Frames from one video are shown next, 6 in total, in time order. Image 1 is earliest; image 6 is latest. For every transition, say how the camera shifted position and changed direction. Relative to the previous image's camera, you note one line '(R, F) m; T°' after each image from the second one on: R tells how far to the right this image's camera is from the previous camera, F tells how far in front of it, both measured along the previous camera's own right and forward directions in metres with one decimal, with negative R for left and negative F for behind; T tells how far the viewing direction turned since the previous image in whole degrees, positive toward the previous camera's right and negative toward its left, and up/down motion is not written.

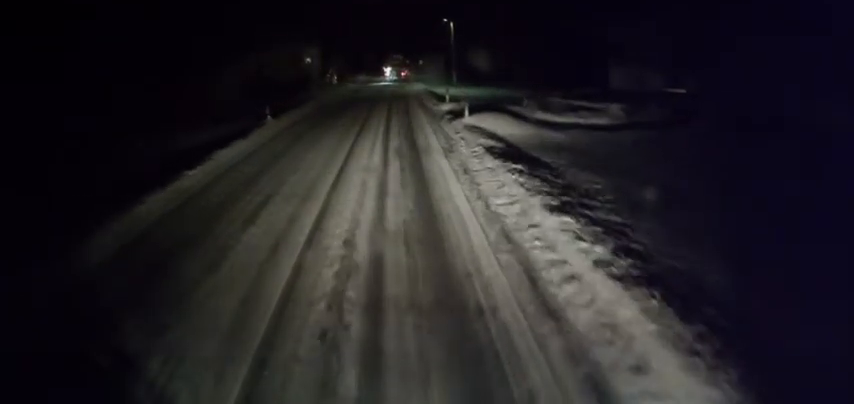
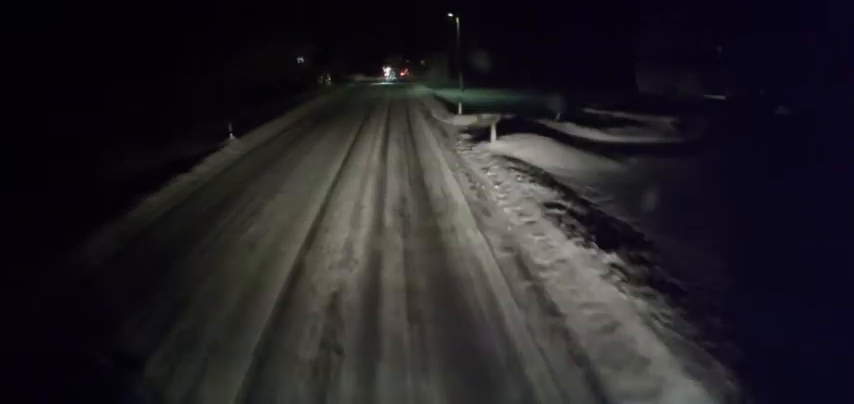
(-0.2, +5.8) m; -2°
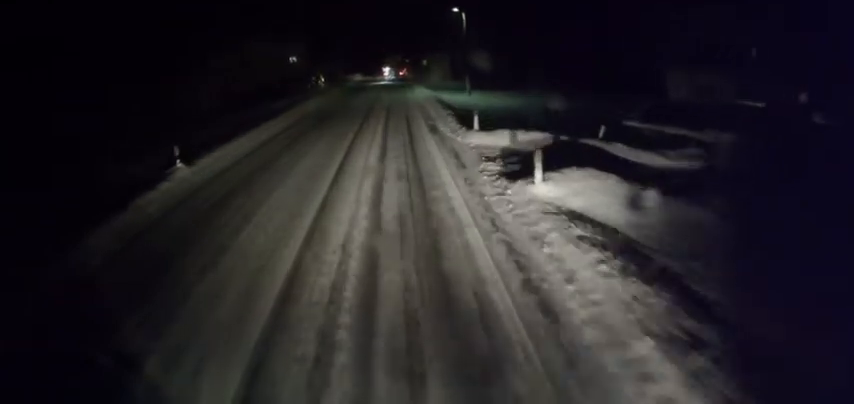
(-0.1, +4.7) m; 0°
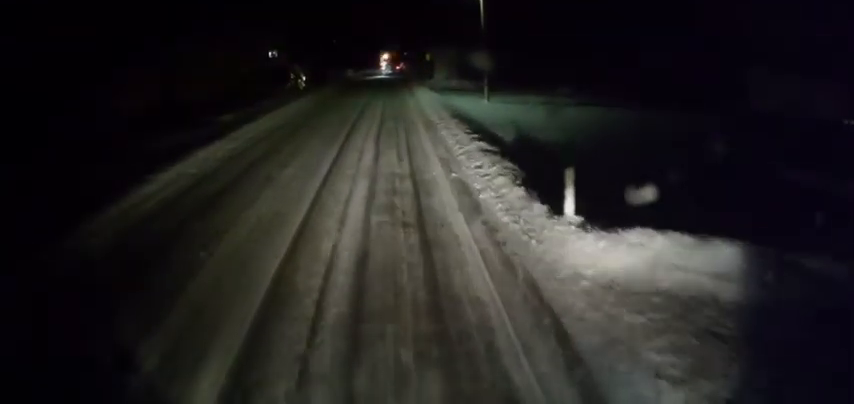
(+0.2, +10.1) m; +2°
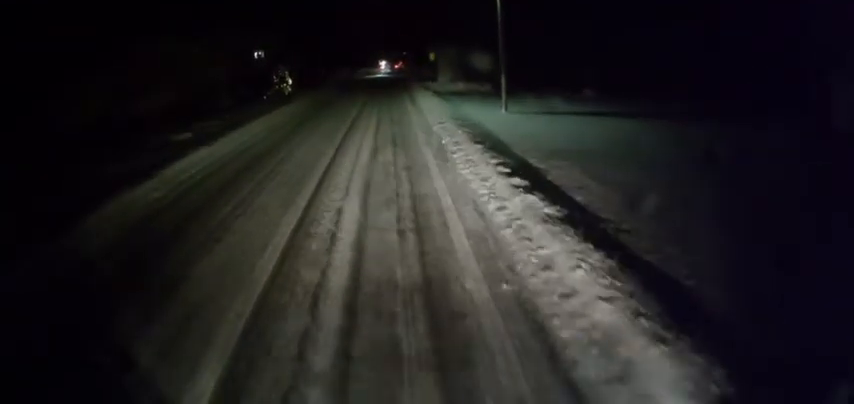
(+0.1, +5.9) m; 0°
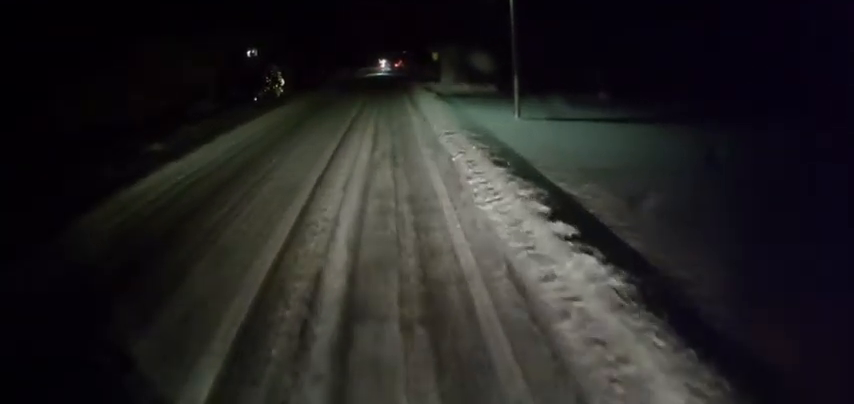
(-0.1, +3.0) m; 0°
